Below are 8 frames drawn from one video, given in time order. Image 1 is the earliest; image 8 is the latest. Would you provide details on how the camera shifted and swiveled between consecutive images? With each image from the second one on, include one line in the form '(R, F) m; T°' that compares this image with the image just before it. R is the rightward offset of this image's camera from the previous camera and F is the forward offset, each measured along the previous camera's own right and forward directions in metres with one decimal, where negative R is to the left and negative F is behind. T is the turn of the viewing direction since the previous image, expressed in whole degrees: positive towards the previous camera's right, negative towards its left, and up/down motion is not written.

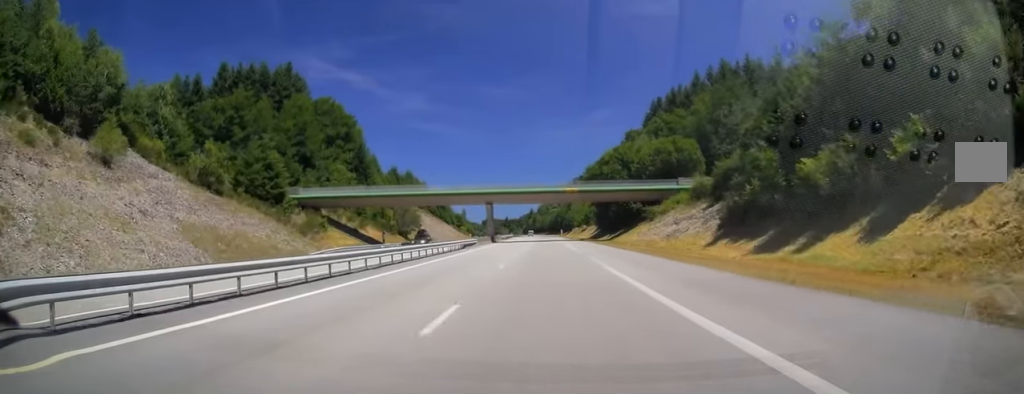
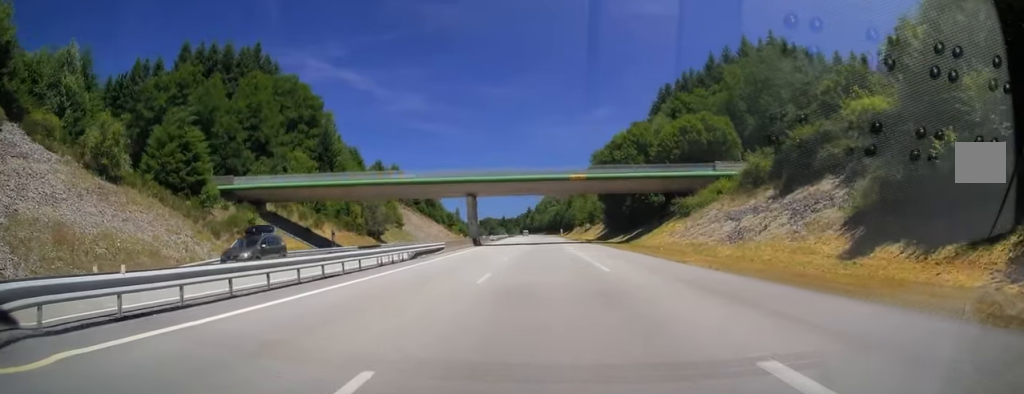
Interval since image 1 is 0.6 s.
(0.0, +18.2) m; 0°
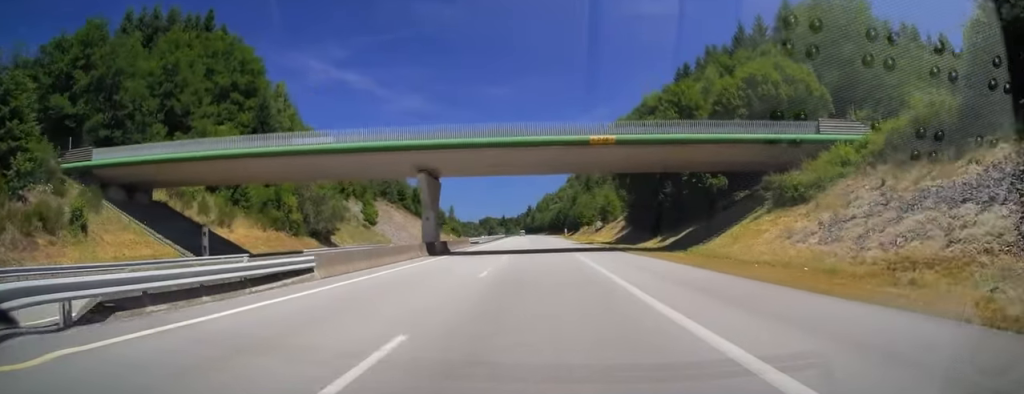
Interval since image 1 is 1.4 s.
(0.0, +24.0) m; 0°
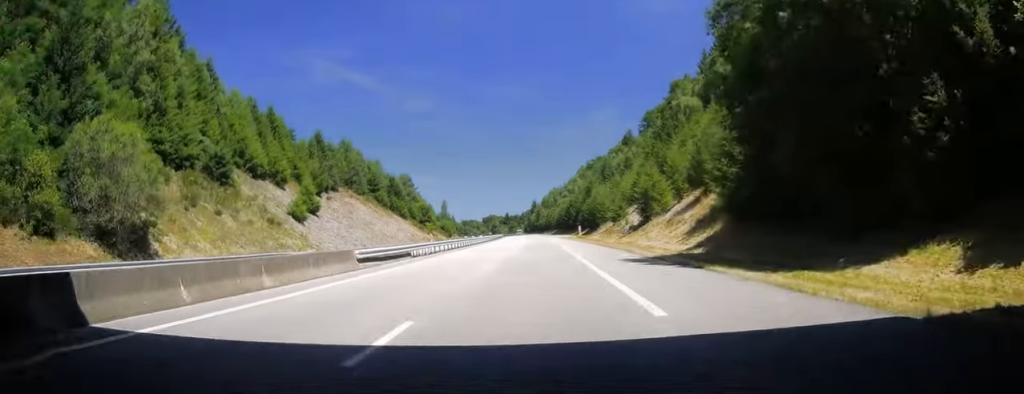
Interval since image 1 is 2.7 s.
(-0.4, +37.8) m; -1°
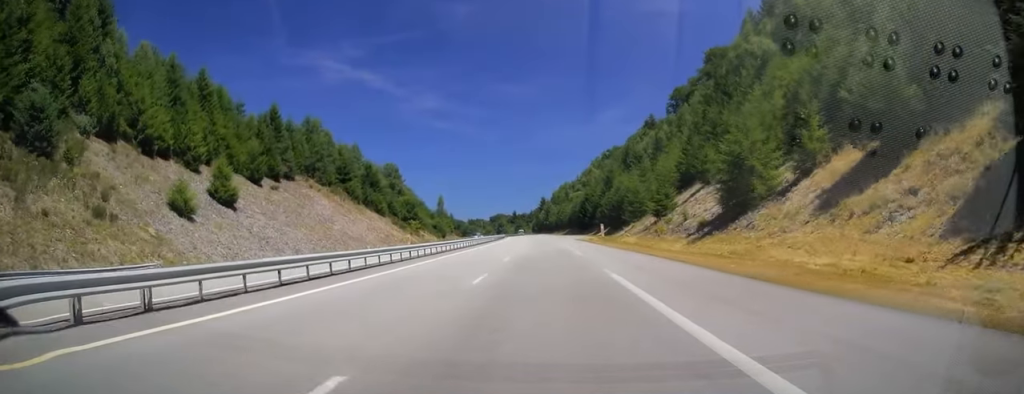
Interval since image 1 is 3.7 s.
(-0.1, +29.5) m; 0°
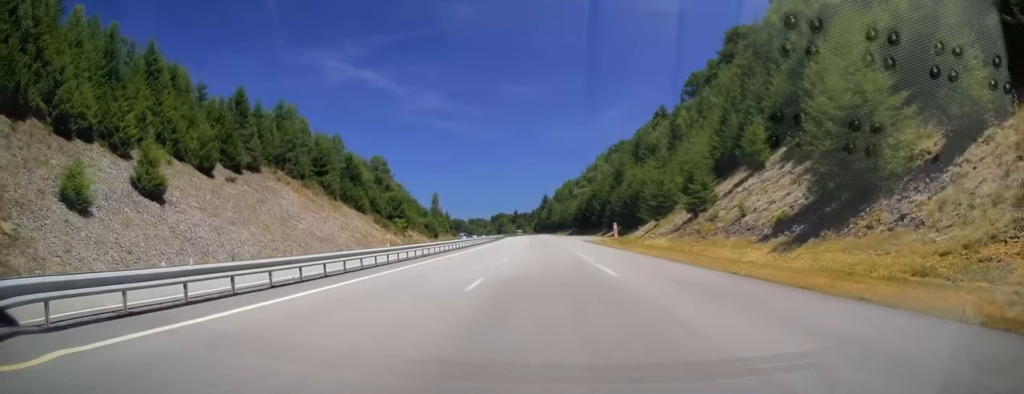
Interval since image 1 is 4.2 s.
(0.0, +14.7) m; 0°
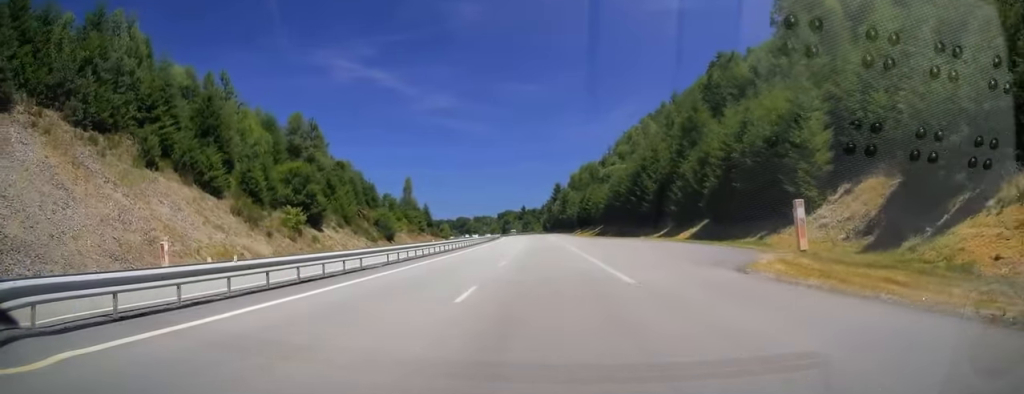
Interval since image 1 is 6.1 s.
(-0.8, +54.6) m; -1°
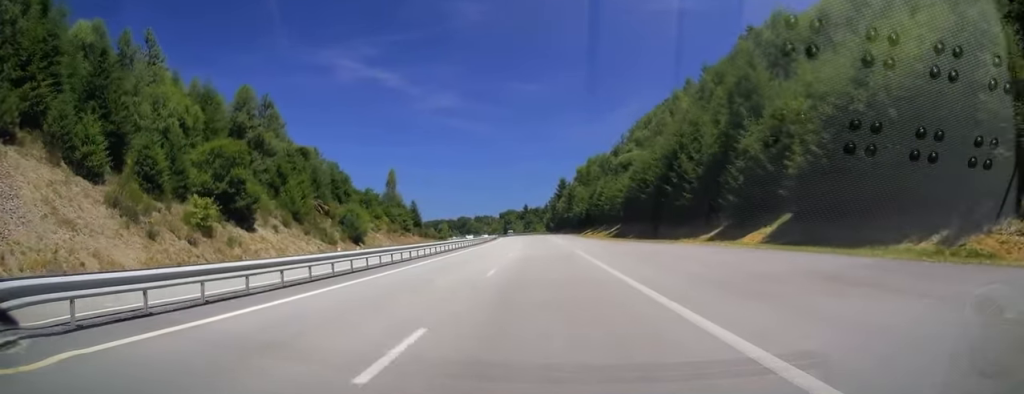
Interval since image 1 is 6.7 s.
(0.0, +19.2) m; 0°
